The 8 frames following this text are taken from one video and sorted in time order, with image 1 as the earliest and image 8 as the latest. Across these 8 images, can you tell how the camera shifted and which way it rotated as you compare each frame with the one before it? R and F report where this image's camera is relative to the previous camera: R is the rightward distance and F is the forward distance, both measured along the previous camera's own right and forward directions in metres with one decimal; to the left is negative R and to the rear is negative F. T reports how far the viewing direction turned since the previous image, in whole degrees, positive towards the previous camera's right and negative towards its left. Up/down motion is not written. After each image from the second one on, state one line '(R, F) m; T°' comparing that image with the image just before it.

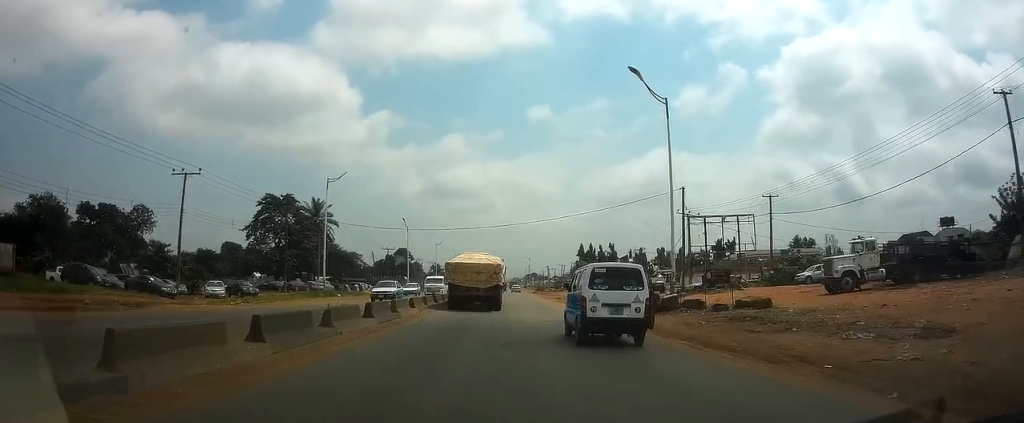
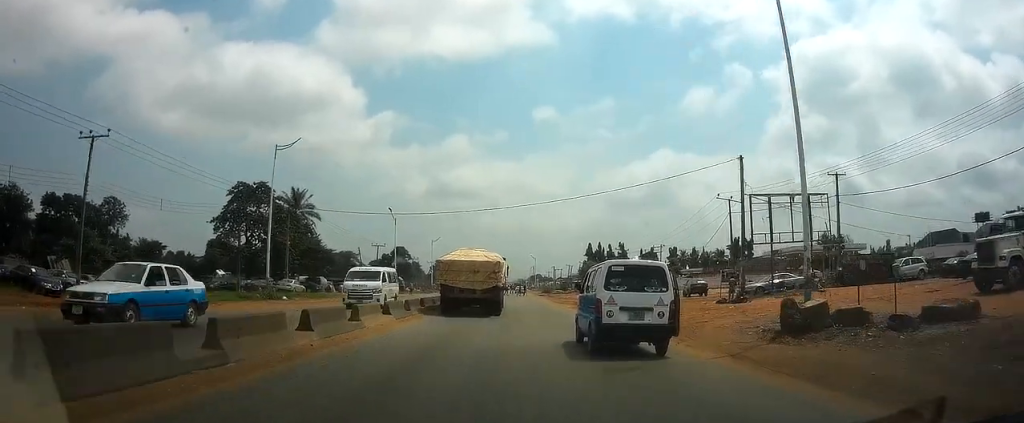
(-0.1, +11.9) m; 0°
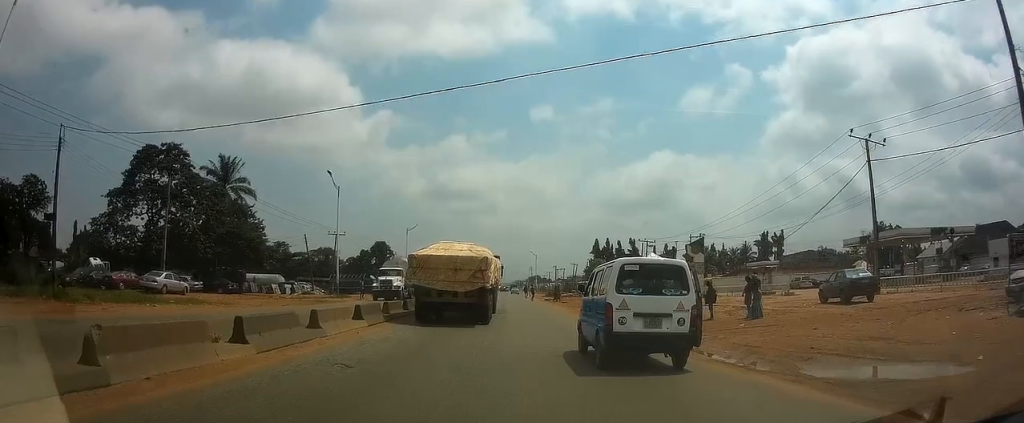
(+0.2, +24.0) m; 0°
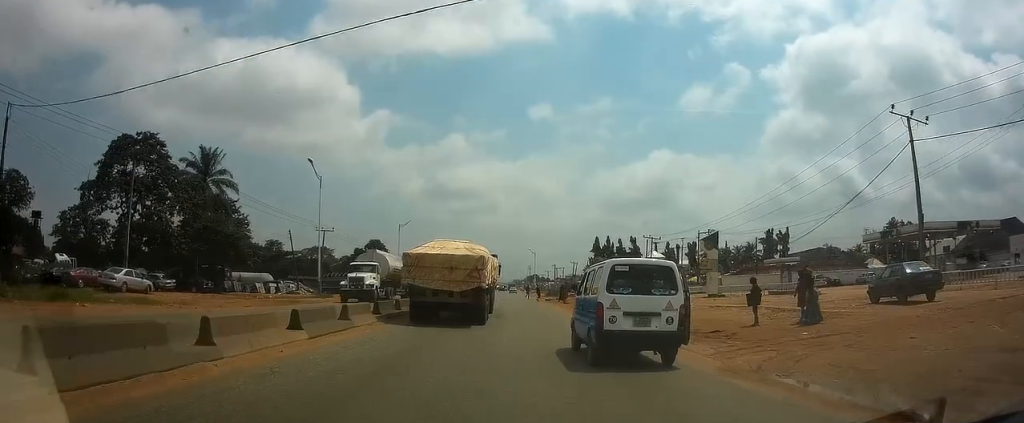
(-0.1, +4.6) m; 0°
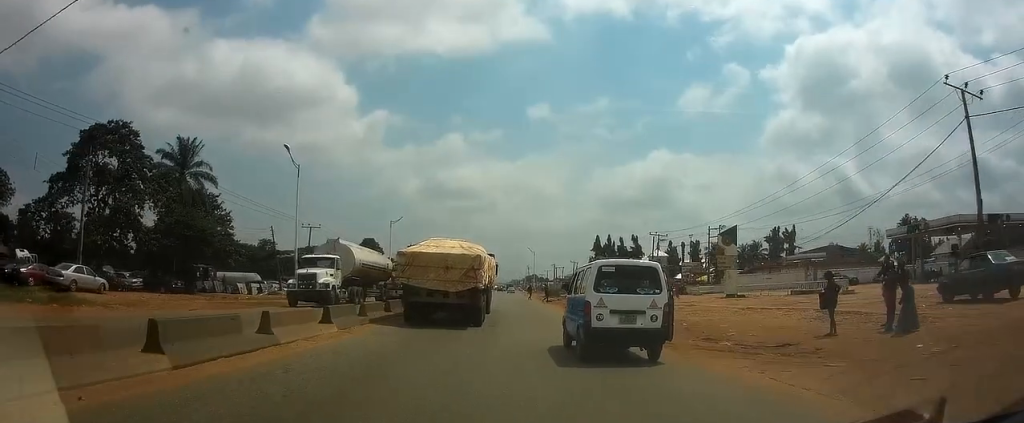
(0.0, +4.6) m; 0°
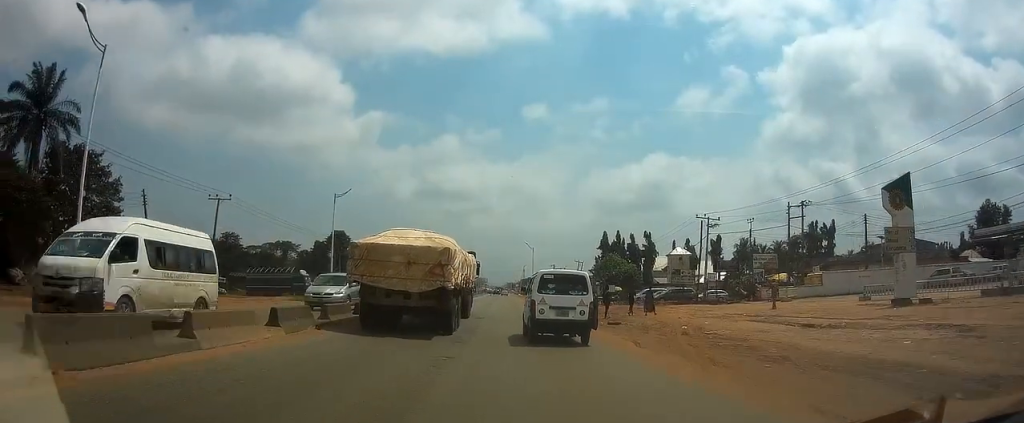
(+0.1, +23.6) m; +1°
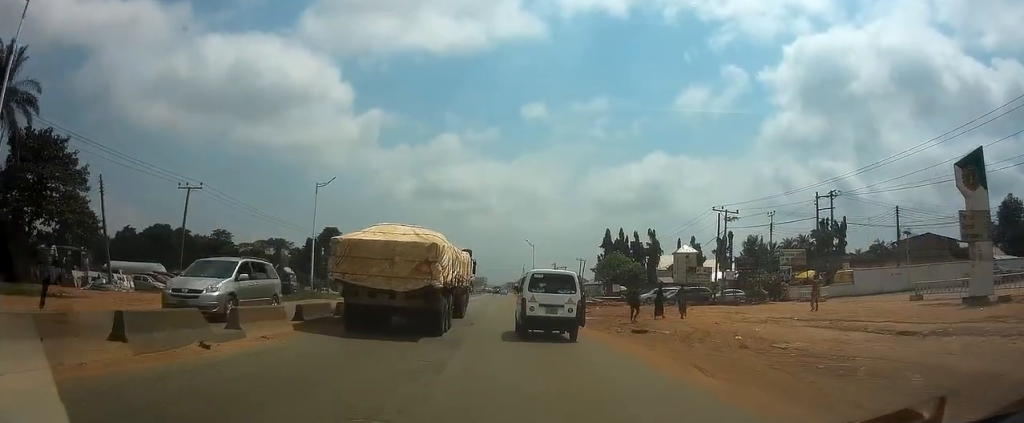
(+0.1, +5.4) m; 0°
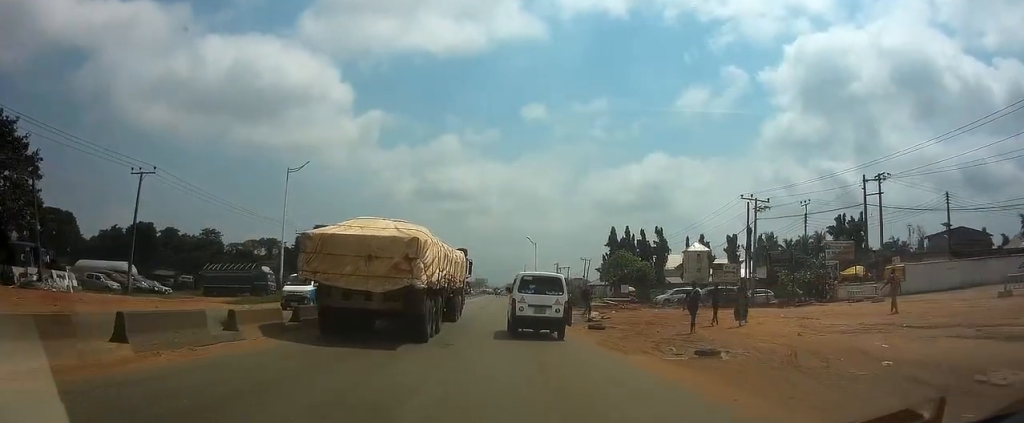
(0.0, +7.1) m; 0°
